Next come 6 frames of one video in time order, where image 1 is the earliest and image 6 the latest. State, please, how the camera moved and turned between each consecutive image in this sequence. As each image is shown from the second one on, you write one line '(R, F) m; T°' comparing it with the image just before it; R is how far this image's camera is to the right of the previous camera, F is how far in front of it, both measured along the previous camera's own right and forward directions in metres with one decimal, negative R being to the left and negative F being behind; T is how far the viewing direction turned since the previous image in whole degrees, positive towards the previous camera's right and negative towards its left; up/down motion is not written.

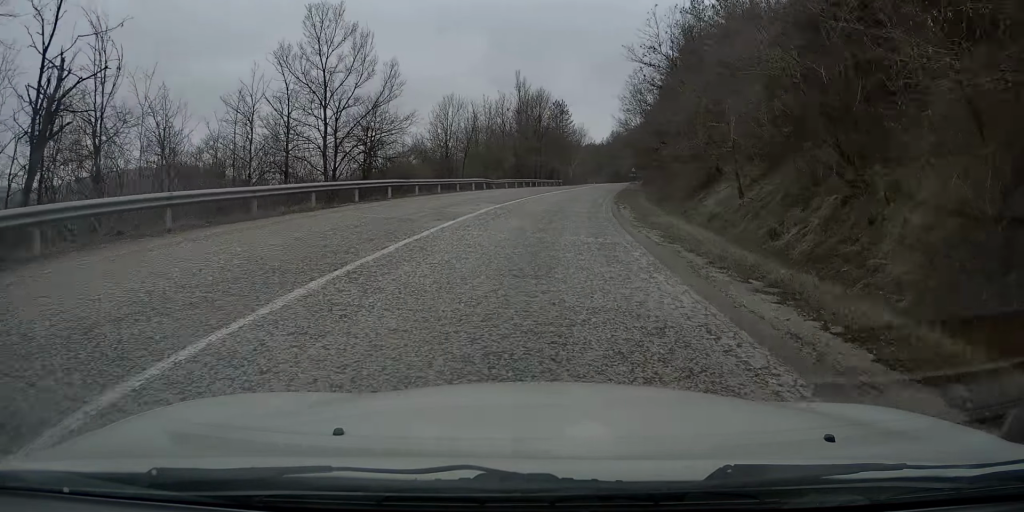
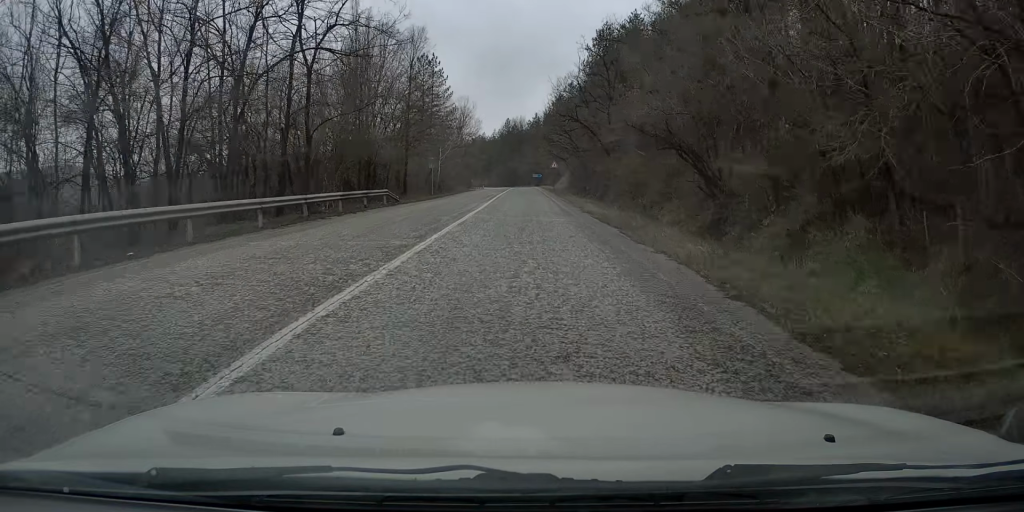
(+7.8, +58.6) m; +13°
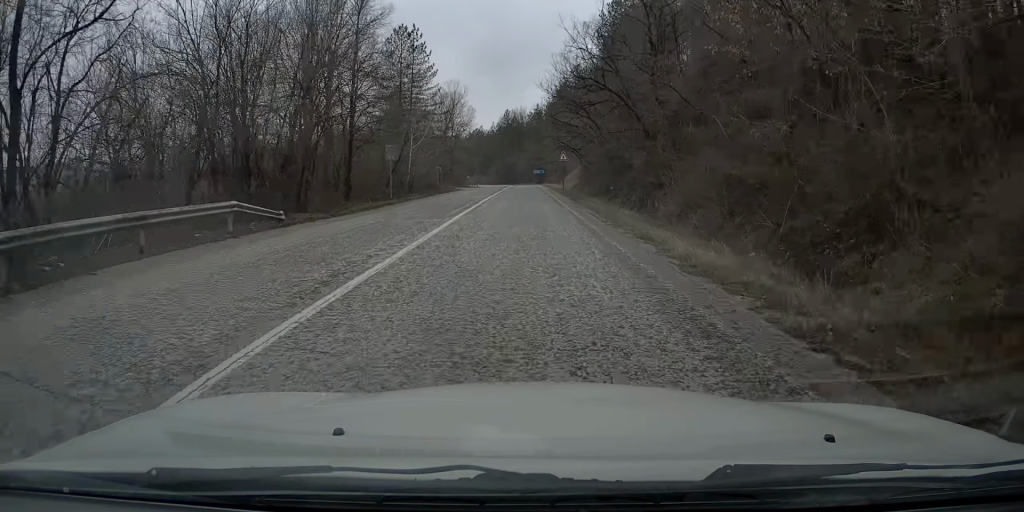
(+0.3, +17.0) m; +1°
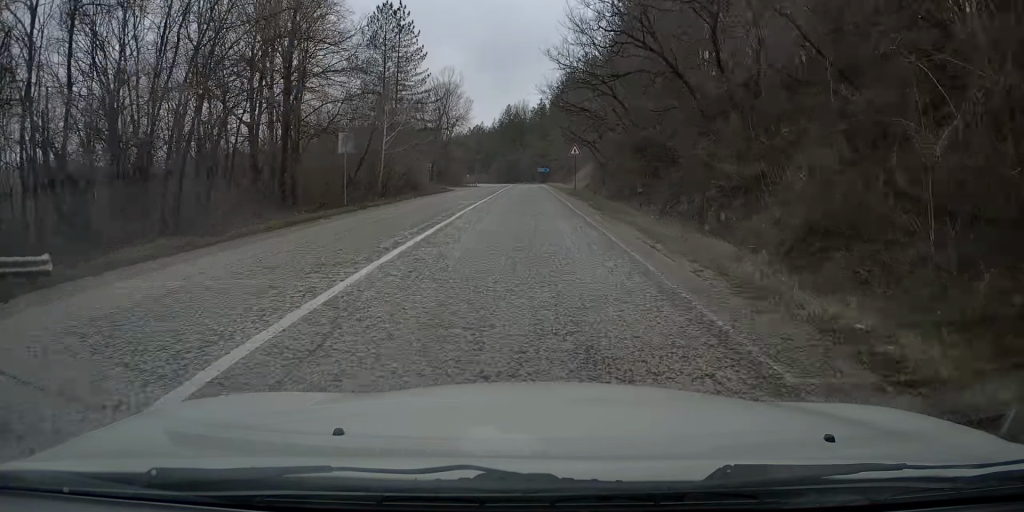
(+0.2, +10.3) m; 0°
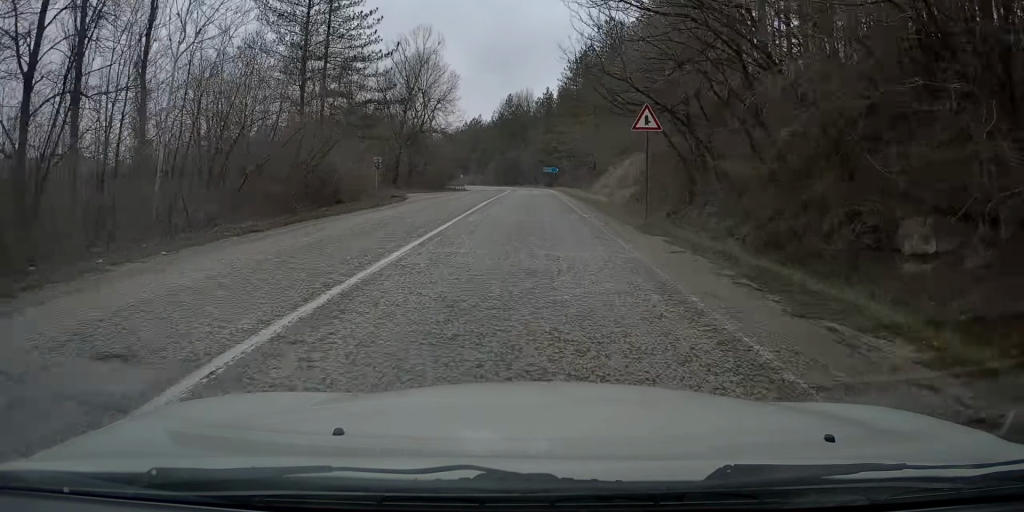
(-0.3, +25.3) m; -1°
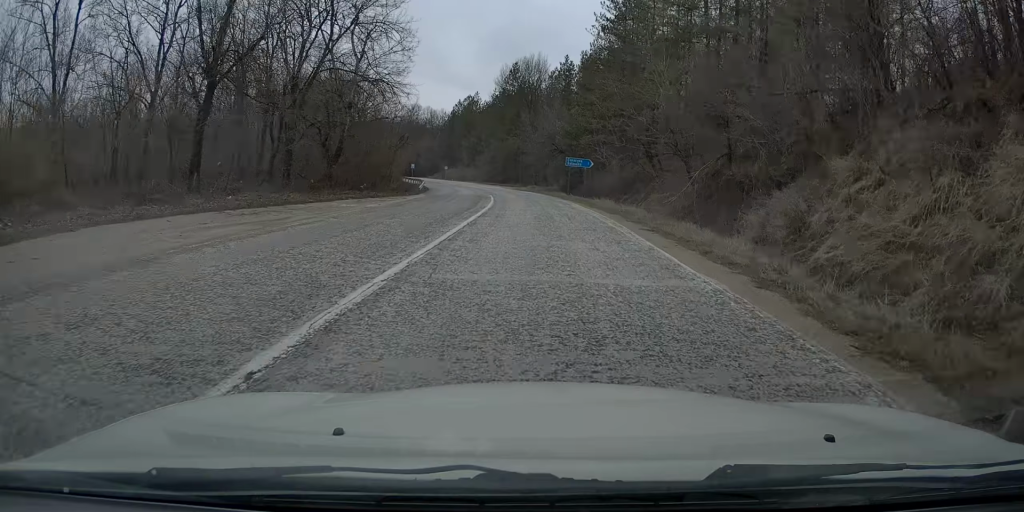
(0.0, +39.4) m; 0°
